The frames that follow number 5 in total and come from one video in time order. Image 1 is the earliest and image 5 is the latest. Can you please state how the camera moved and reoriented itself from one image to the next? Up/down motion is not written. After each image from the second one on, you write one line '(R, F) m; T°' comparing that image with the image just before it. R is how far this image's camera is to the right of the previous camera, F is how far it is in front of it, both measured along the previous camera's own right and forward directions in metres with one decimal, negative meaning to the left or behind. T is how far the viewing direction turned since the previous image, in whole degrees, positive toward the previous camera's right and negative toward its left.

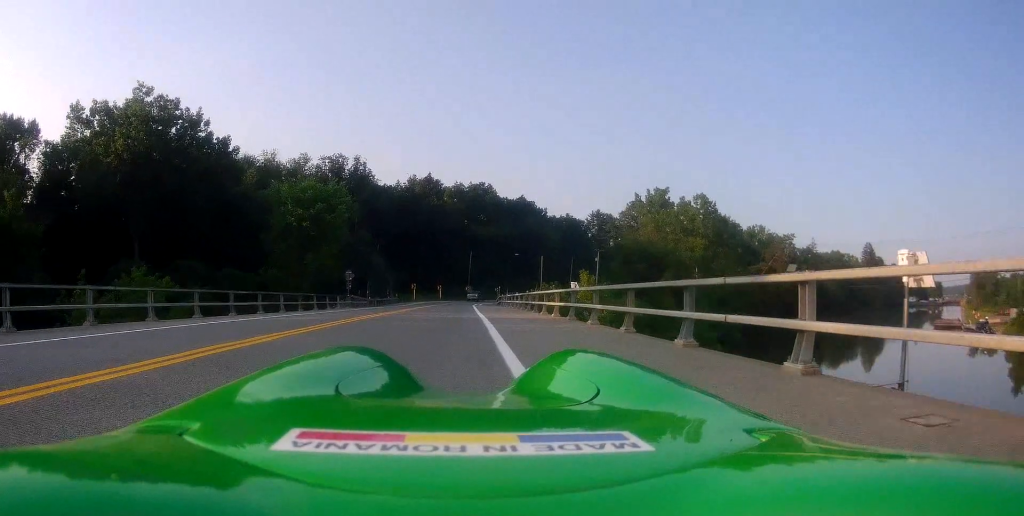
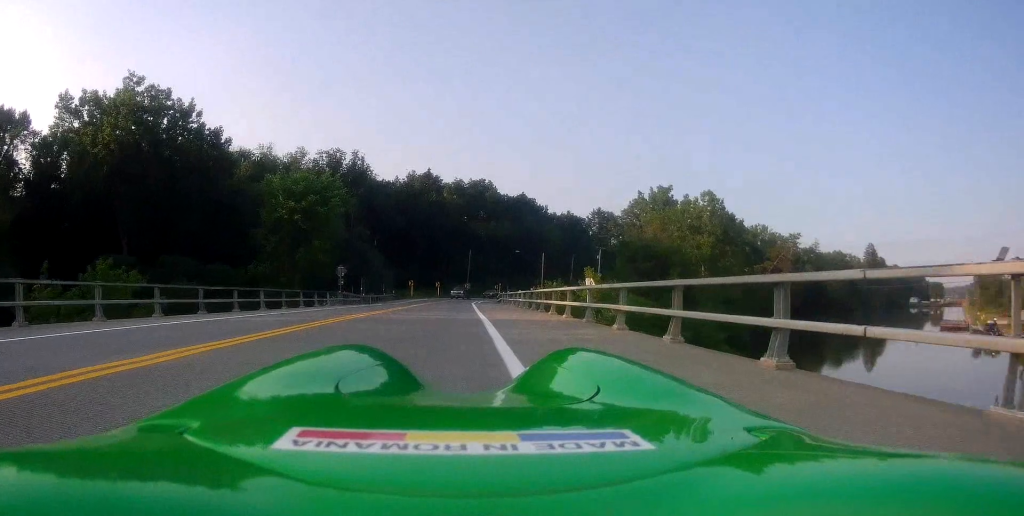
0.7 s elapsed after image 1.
(0.0, +2.7) m; -1°
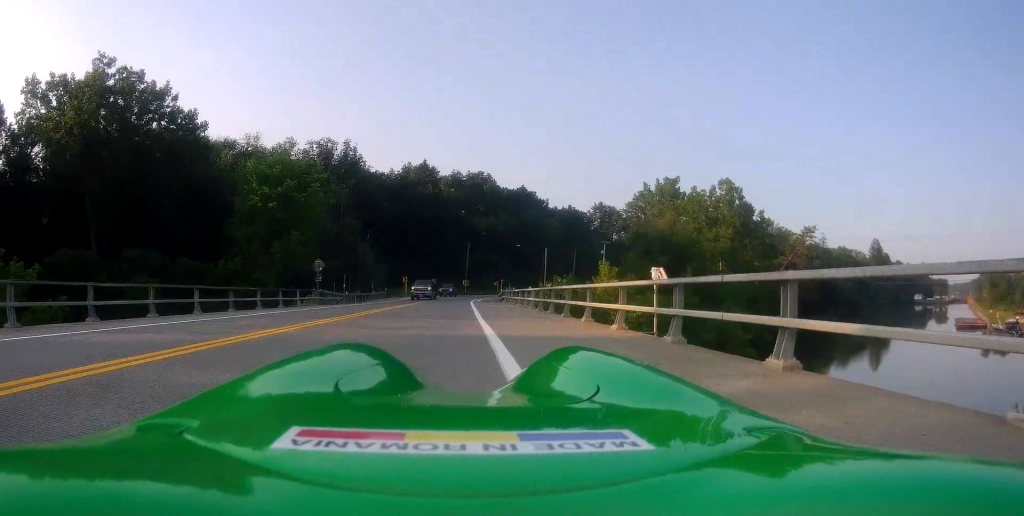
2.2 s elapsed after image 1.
(-0.4, +6.5) m; +1°
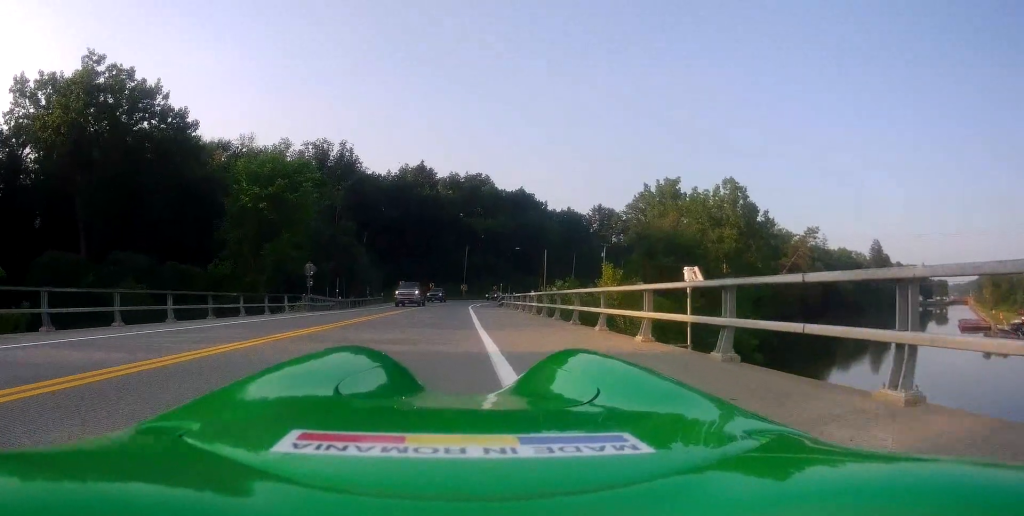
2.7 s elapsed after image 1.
(+0.1, +1.8) m; +1°
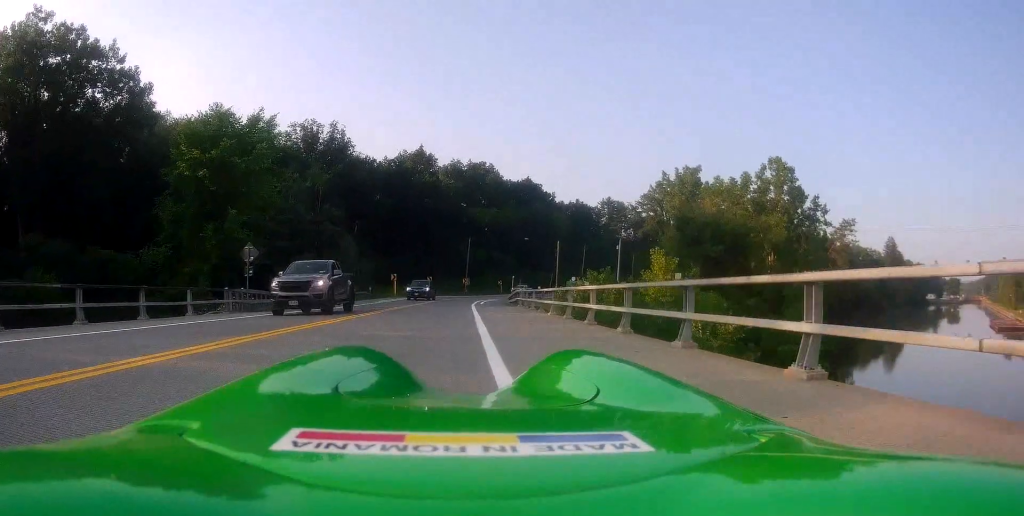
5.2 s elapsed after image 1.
(-0.3, +11.5) m; -3°
